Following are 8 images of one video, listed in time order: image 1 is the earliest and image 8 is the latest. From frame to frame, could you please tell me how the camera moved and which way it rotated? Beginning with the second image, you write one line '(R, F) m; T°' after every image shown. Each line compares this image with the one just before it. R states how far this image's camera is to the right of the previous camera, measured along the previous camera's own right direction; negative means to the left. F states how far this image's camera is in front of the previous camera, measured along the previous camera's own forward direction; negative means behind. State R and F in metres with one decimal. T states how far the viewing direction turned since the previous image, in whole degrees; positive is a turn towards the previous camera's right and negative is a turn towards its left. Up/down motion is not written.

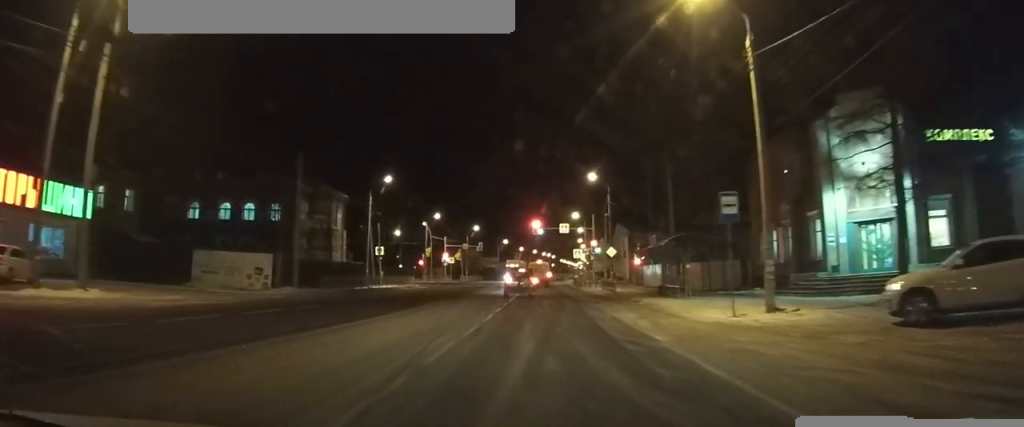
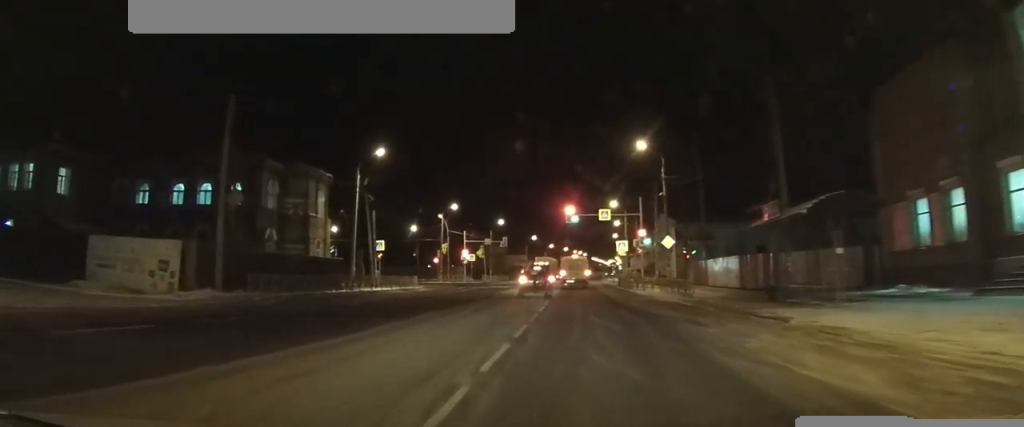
(-0.3, +12.6) m; -3°
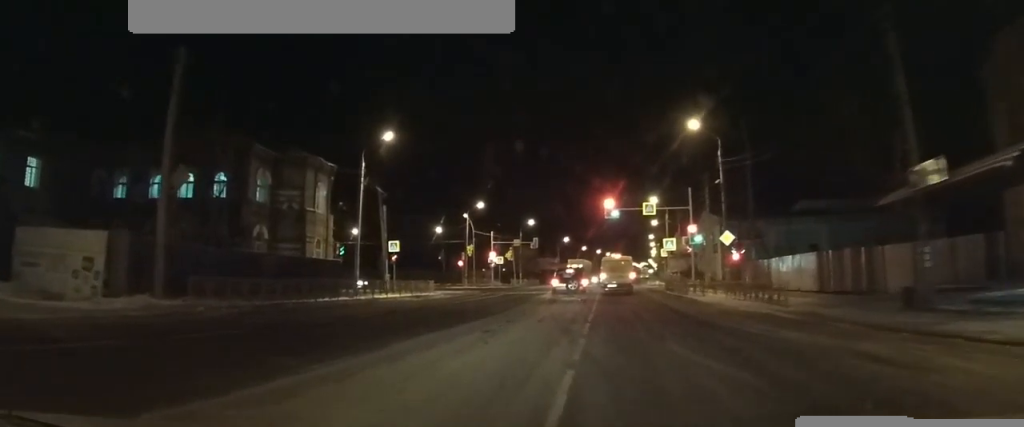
(-0.1, +8.8) m; -2°
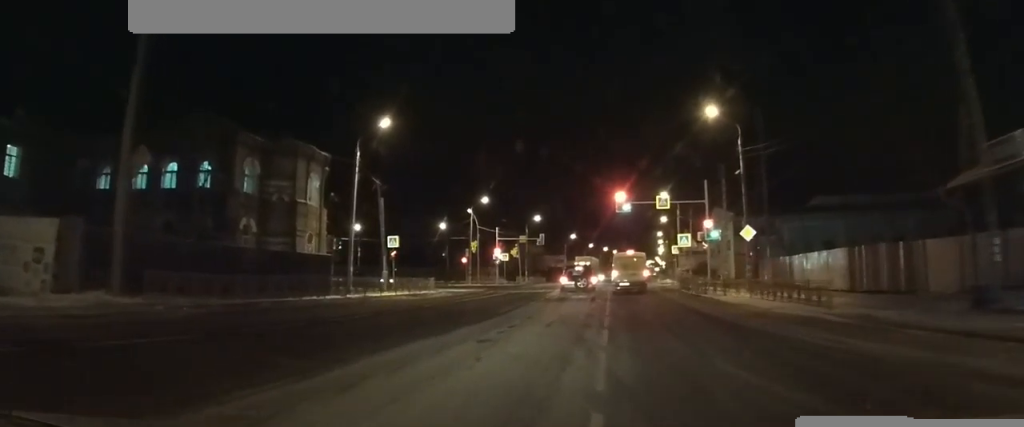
(0.0, +3.5) m; 0°
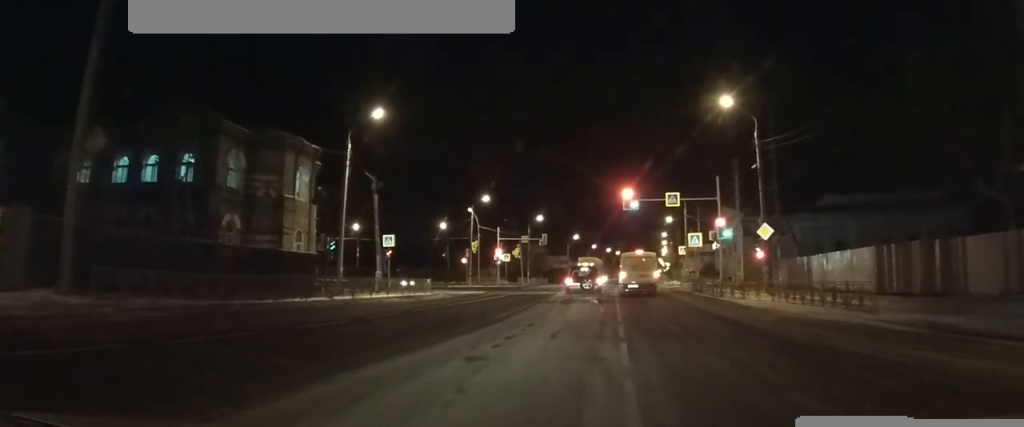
(0.0, +3.1) m; 0°
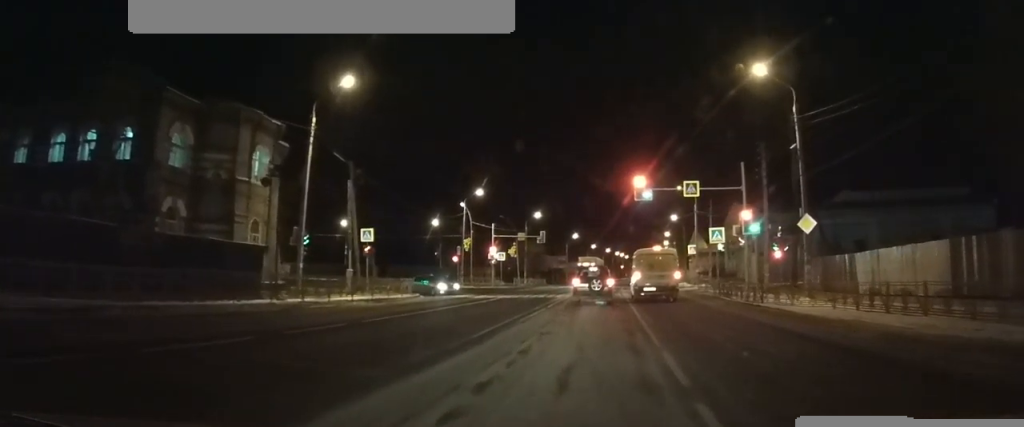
(-0.1, +7.3) m; 0°
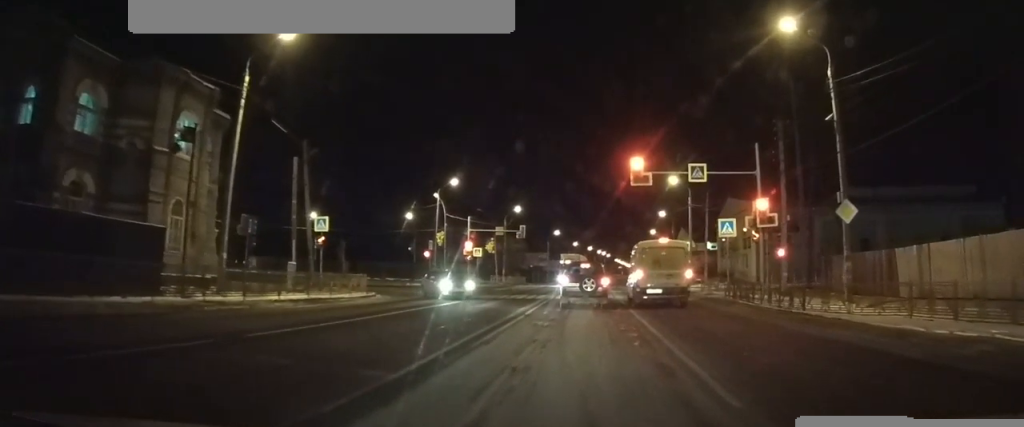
(0.0, +6.3) m; 0°
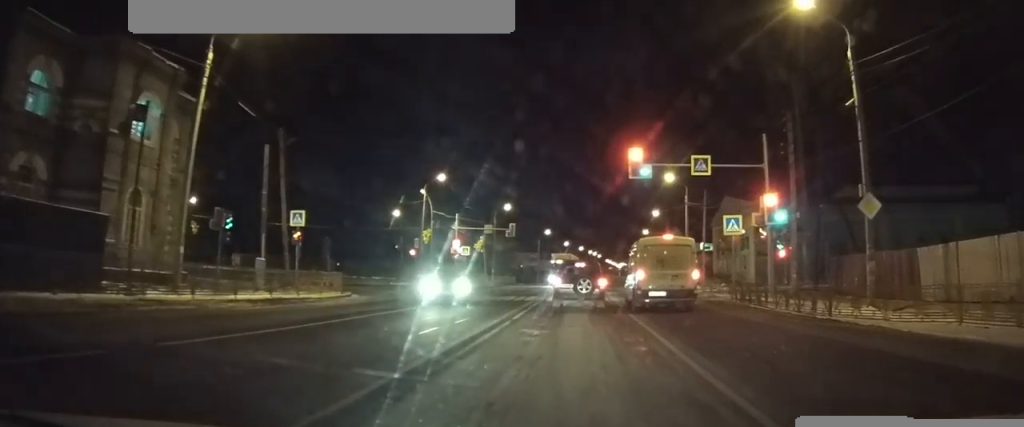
(0.0, +2.4) m; 0°
